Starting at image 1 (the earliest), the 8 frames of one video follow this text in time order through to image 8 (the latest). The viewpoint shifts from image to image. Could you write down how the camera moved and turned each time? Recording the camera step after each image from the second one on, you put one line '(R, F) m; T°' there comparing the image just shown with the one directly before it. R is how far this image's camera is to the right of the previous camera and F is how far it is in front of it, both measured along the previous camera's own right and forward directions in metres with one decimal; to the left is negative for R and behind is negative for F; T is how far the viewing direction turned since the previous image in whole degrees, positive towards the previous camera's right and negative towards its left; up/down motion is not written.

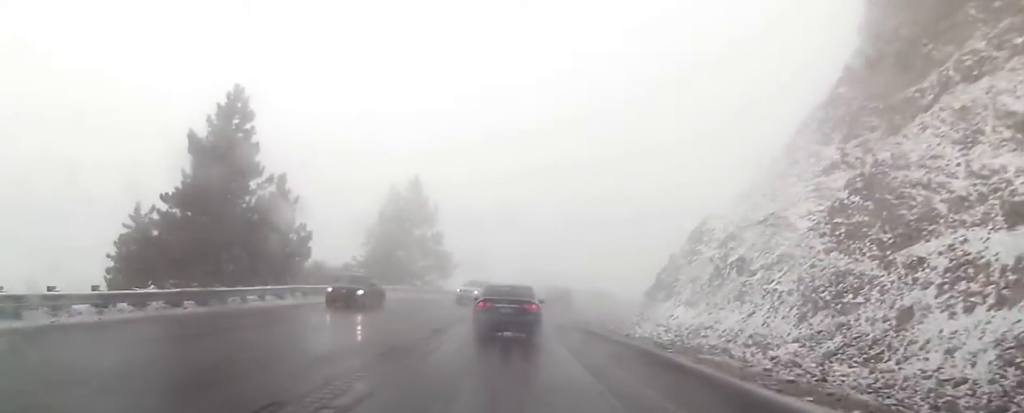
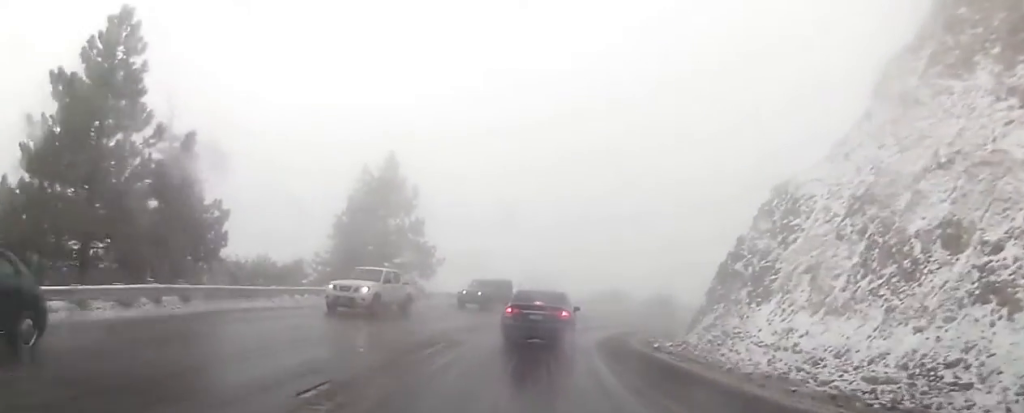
(-0.1, +11.1) m; 0°
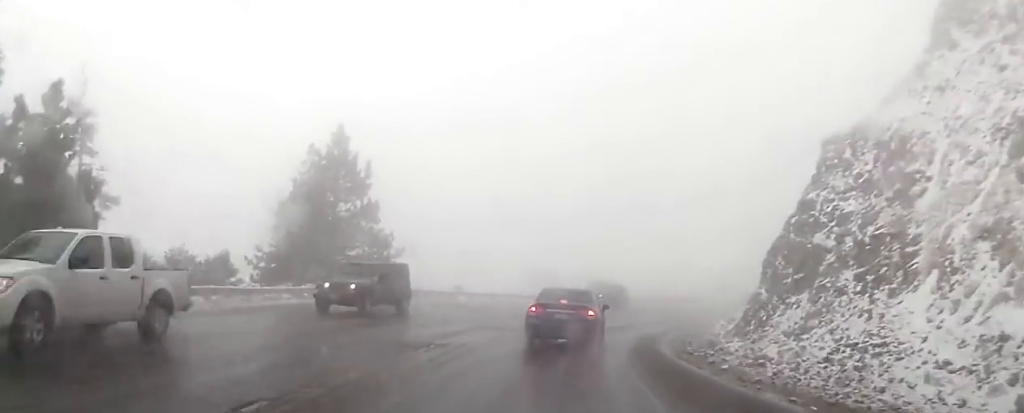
(0.0, +7.2) m; 0°
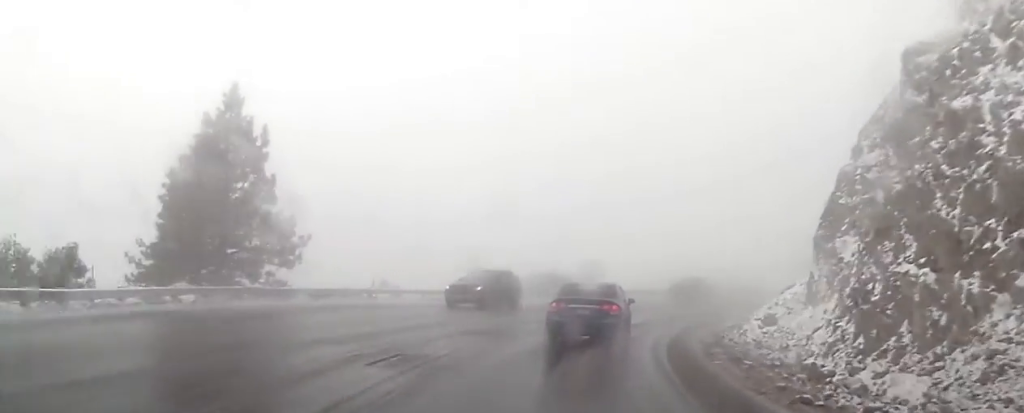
(0.0, +7.9) m; 0°
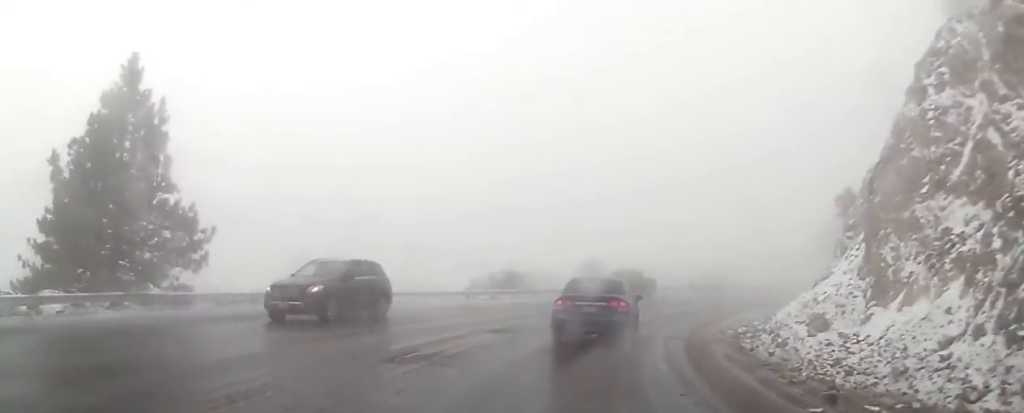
(0.0, +4.8) m; 0°
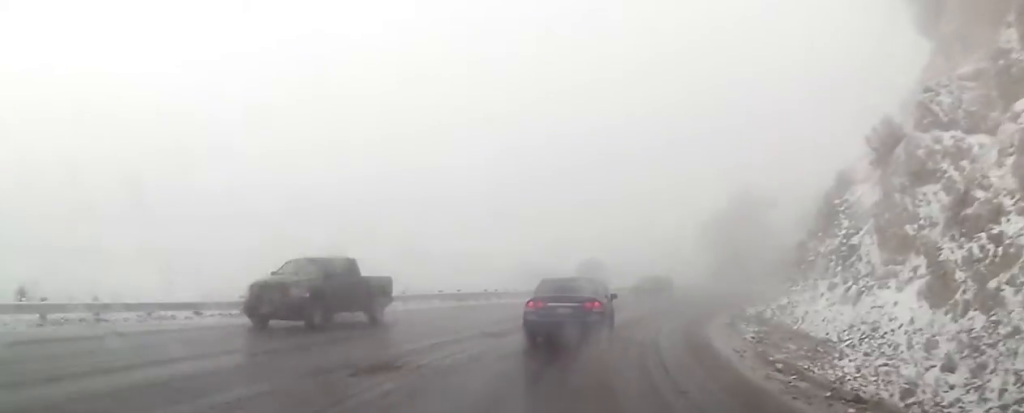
(+0.1, +10.0) m; +1°
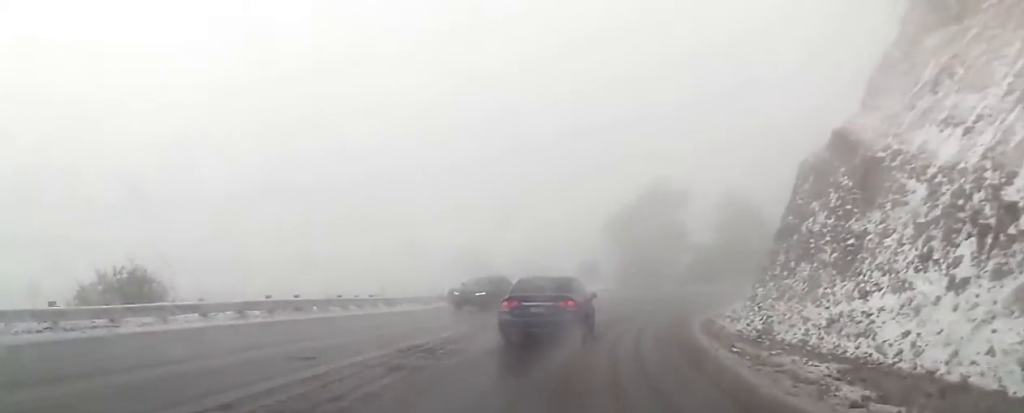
(+0.1, +6.7) m; +2°
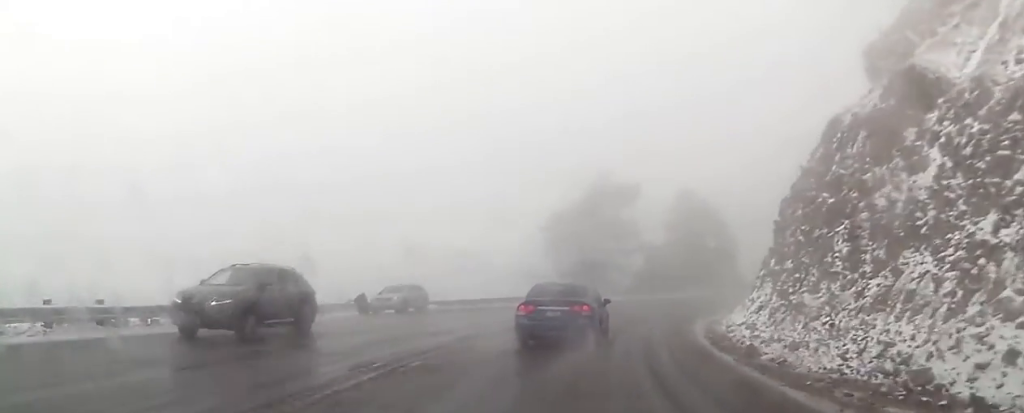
(+0.1, +4.8) m; +2°
